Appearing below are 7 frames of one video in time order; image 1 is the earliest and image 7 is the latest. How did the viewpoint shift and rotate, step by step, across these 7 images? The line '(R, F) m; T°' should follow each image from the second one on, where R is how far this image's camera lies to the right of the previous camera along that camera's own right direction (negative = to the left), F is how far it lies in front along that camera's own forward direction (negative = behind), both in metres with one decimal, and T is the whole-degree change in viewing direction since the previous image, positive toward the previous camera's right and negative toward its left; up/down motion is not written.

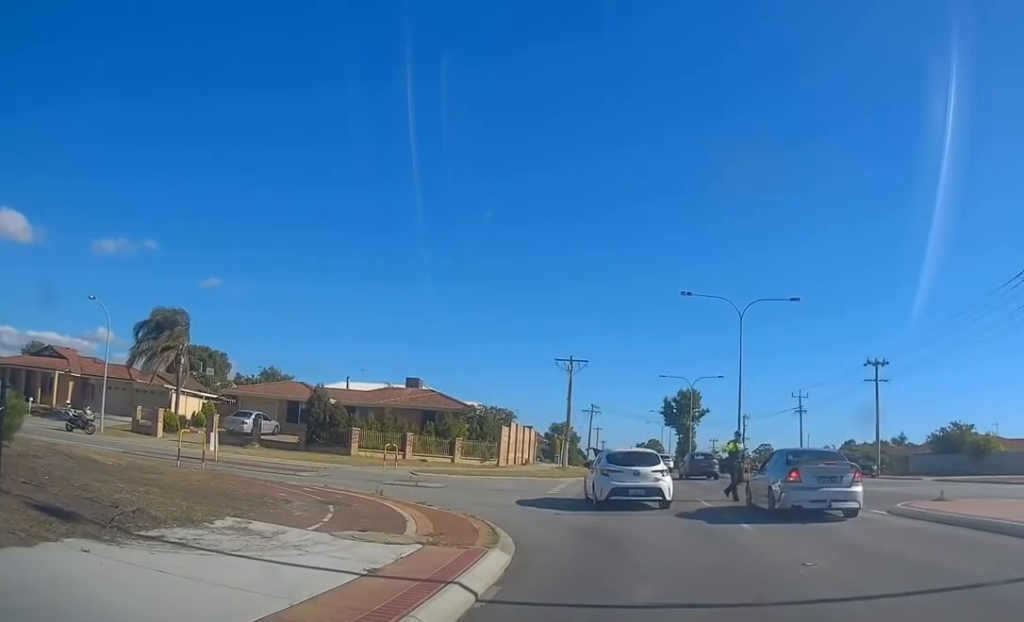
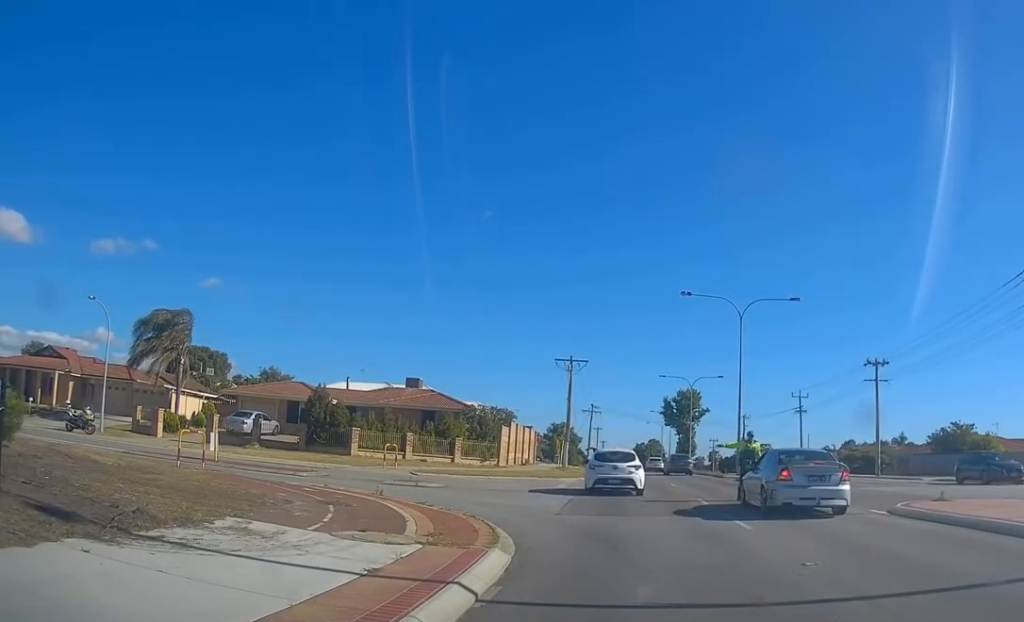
(0.0, 0.0) m; 0°
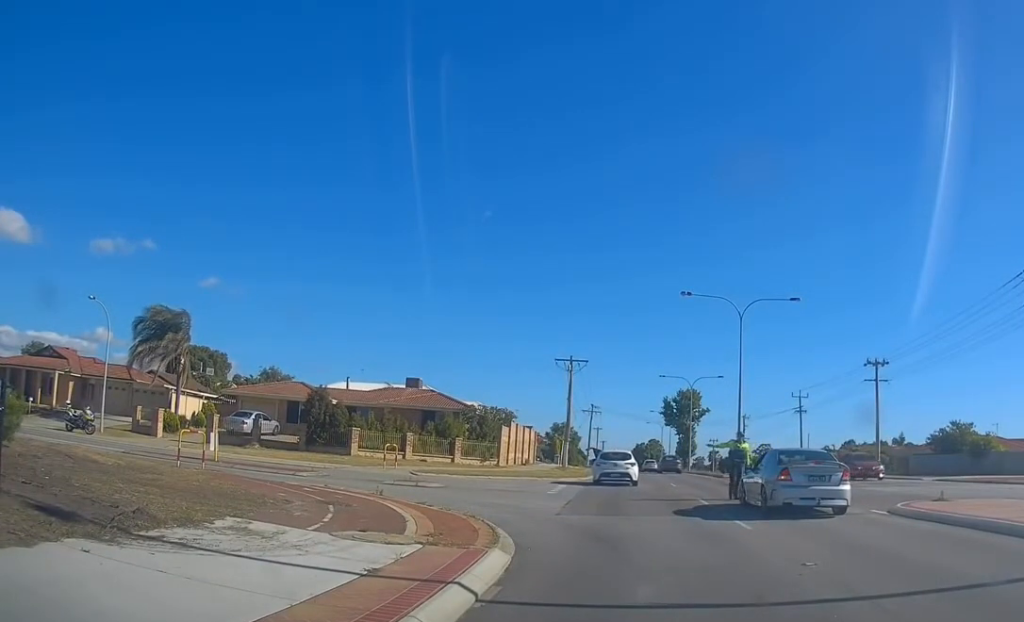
(0.0, 0.0) m; 0°
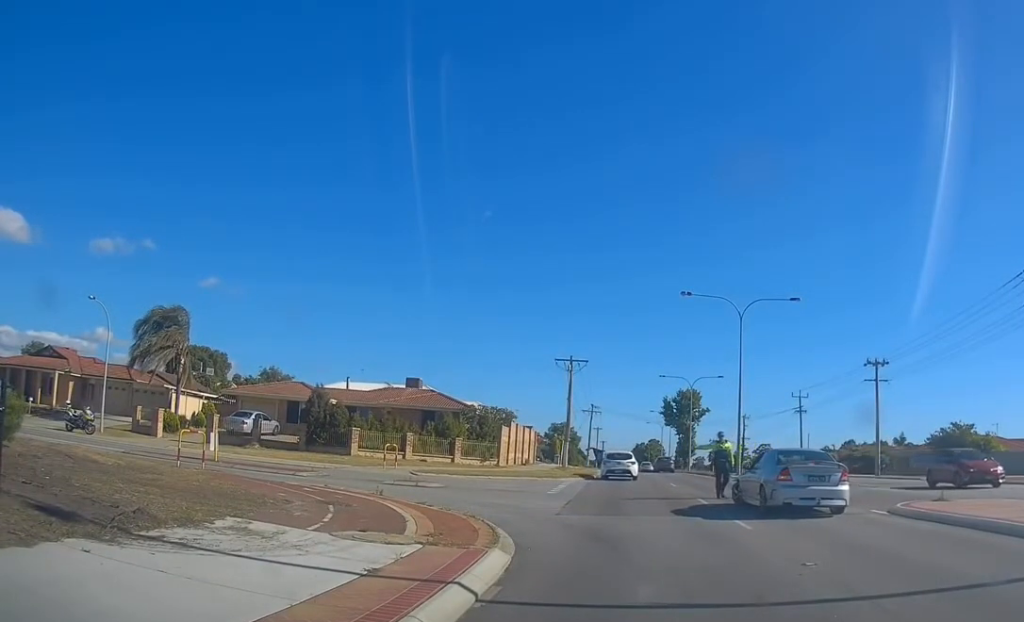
(0.0, 0.0) m; 0°
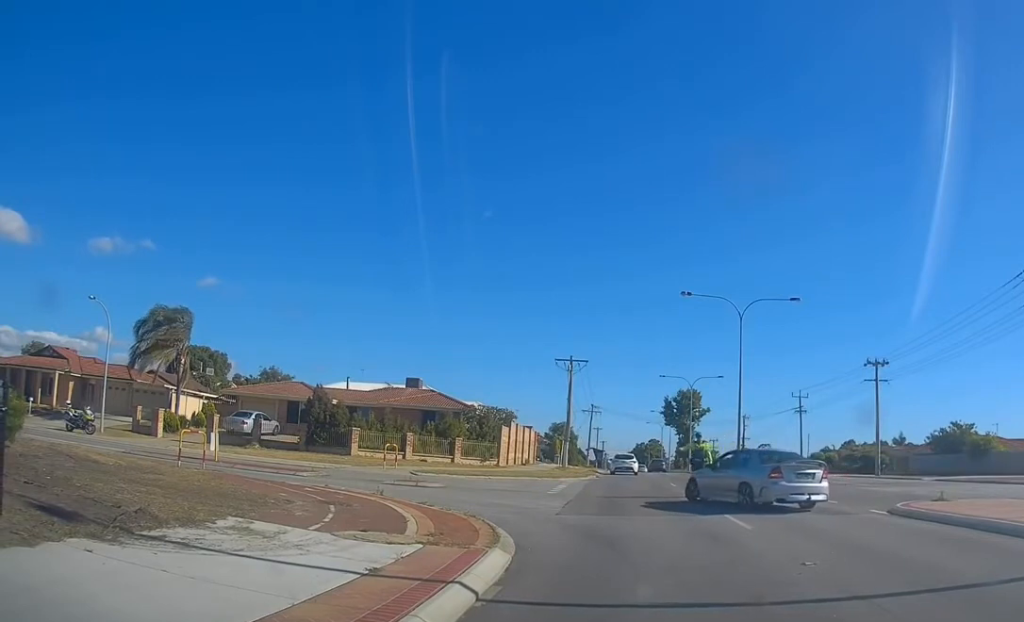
(0.0, 0.0) m; 0°
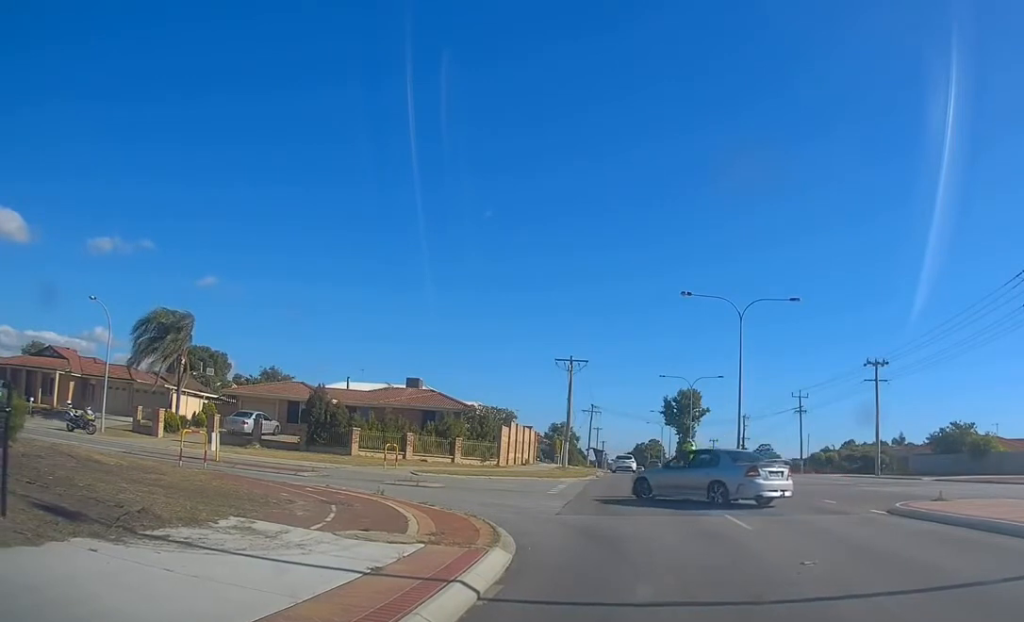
(0.0, 0.0) m; 0°
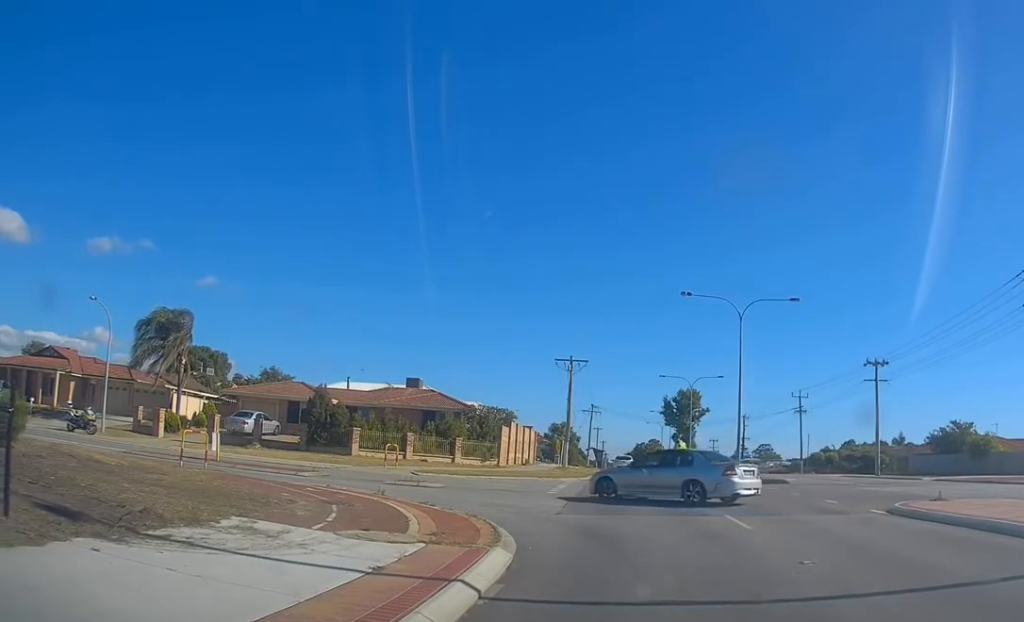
(0.0, 0.0) m; 0°
